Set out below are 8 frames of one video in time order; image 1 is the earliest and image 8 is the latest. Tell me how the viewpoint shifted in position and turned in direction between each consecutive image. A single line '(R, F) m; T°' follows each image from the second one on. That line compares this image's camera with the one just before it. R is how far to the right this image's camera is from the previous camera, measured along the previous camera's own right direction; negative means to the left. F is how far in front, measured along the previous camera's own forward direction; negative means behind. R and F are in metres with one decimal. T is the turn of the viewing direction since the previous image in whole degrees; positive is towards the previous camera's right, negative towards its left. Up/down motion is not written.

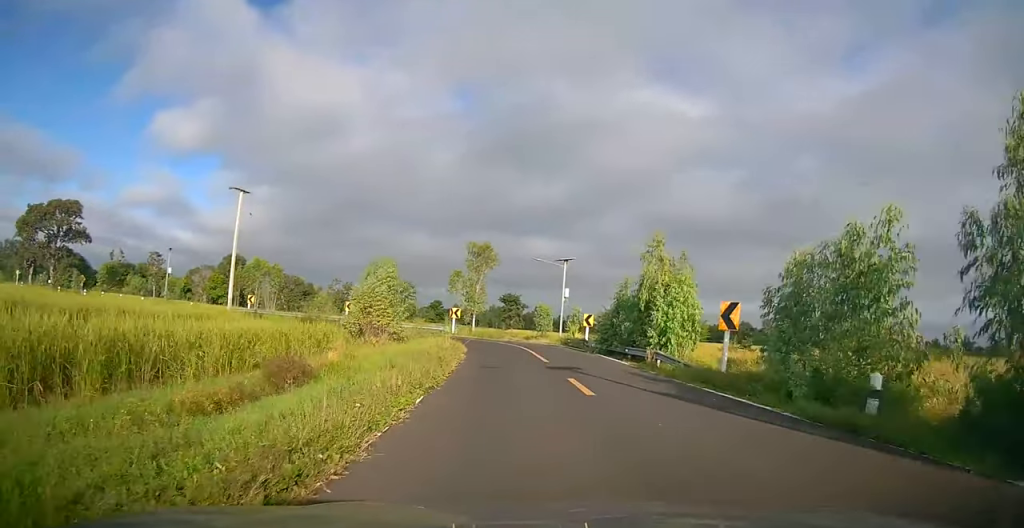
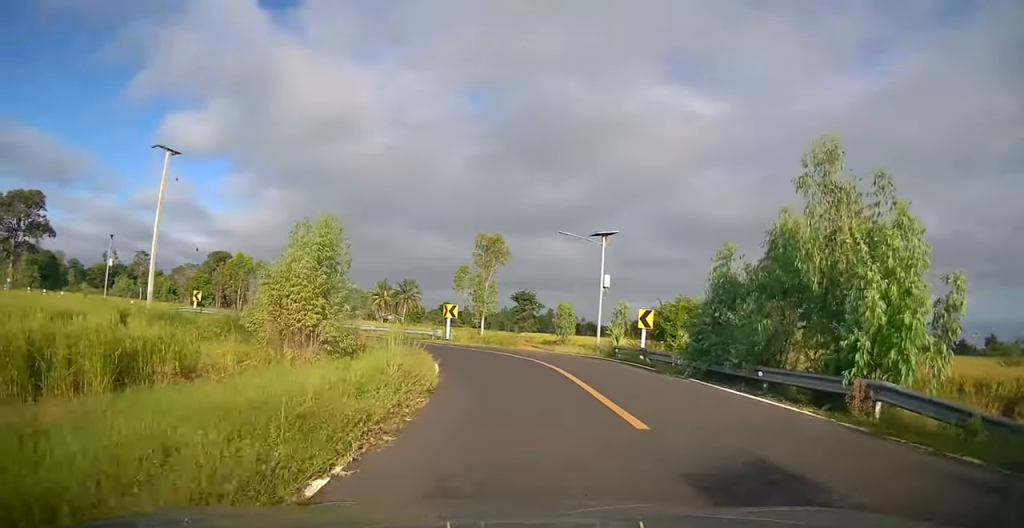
(-0.5, +13.5) m; -3°
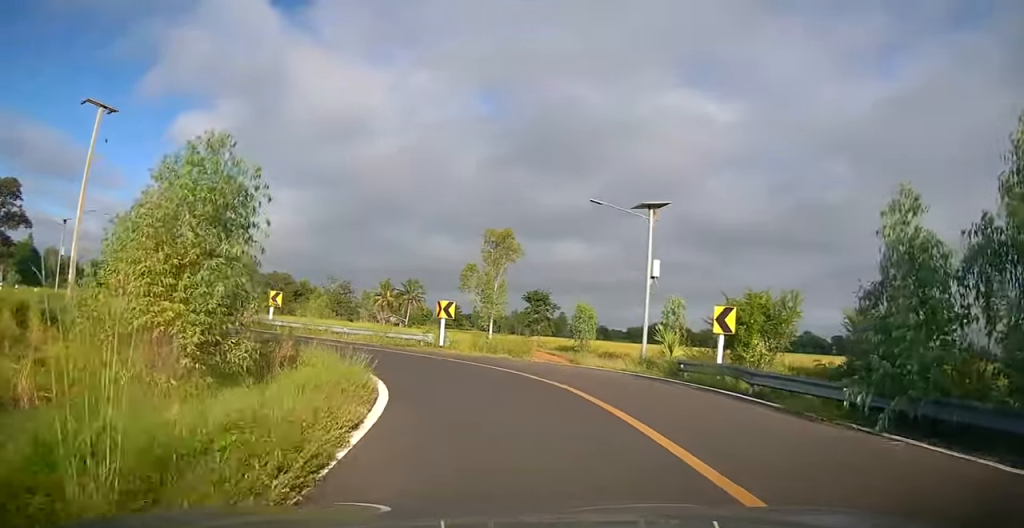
(0.0, +9.0) m; -1°
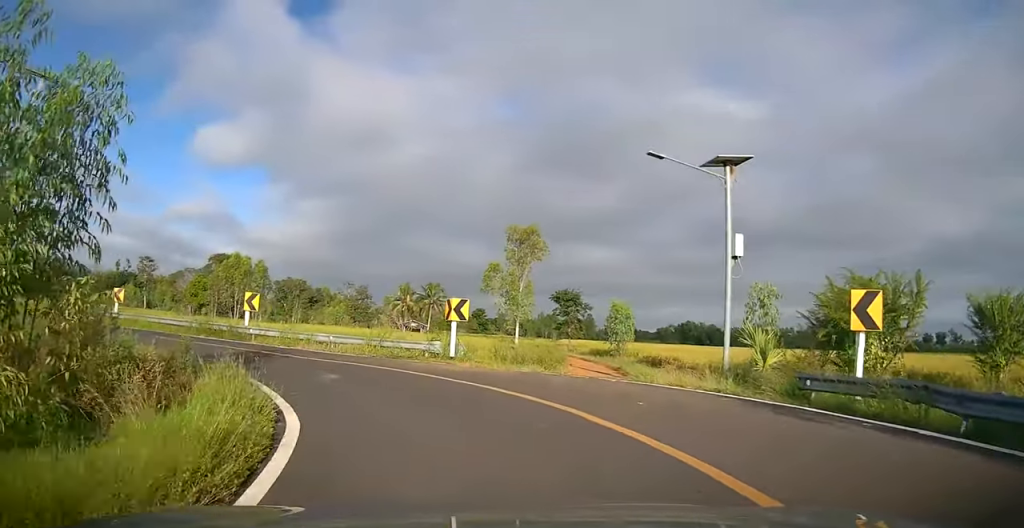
(-0.2, +6.7) m; -3°
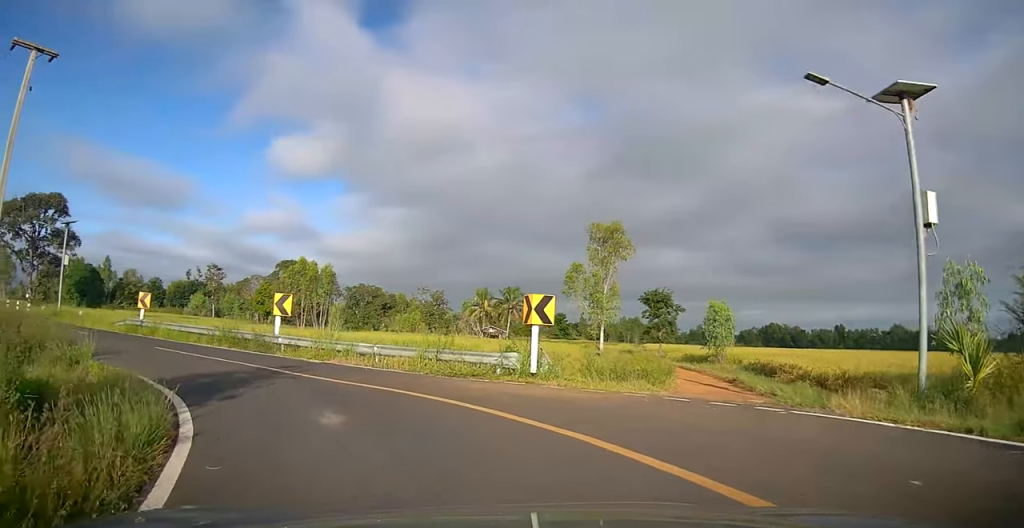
(-0.2, +5.9) m; -11°
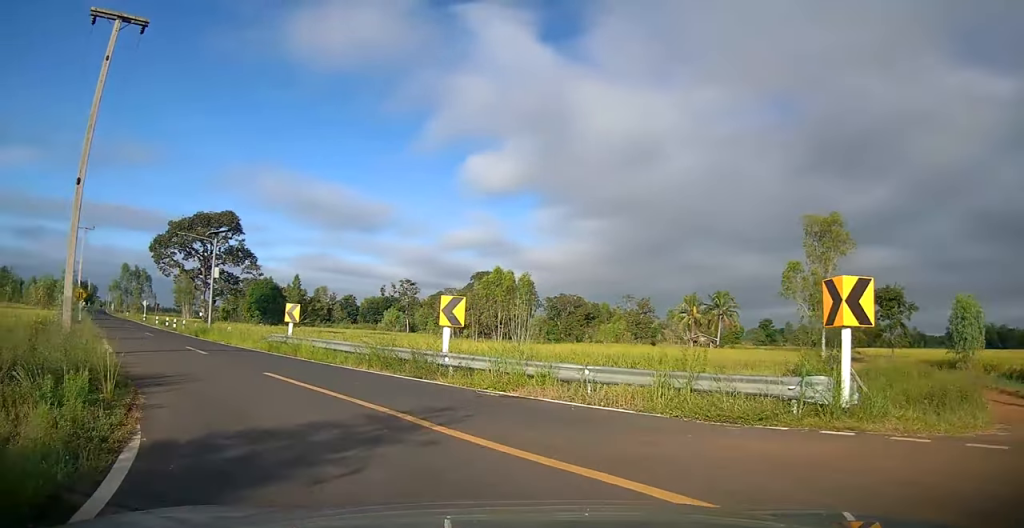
(-1.1, +5.9) m; -21°
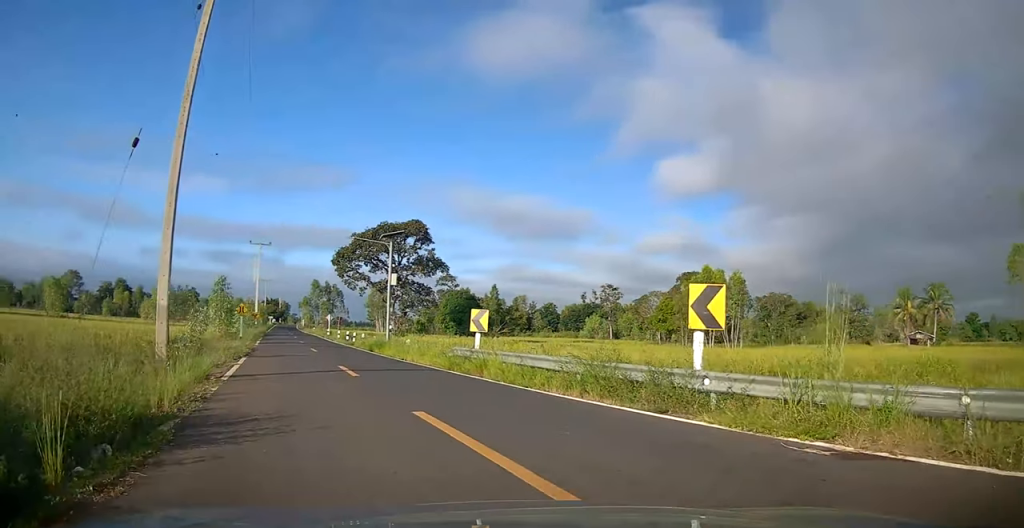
(-0.8, +4.8) m; -19°
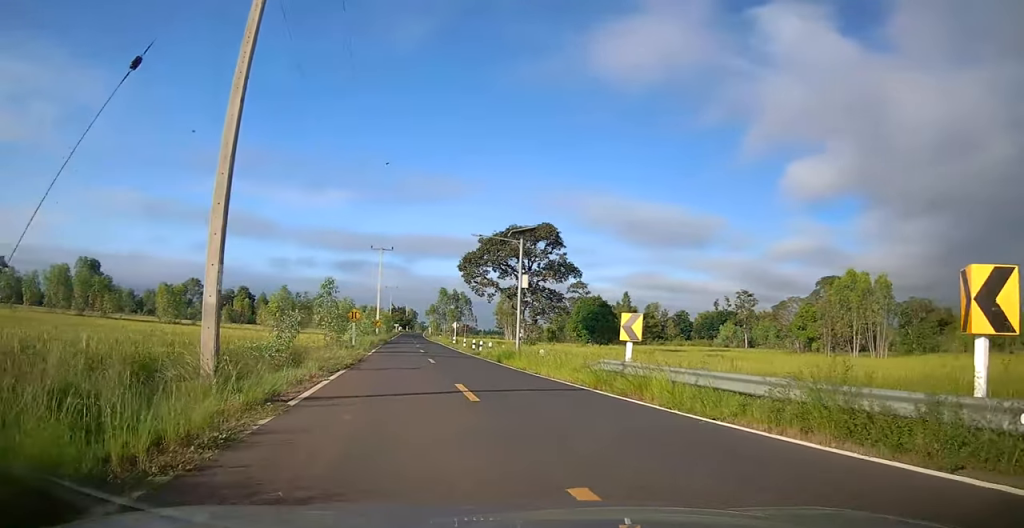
(-0.4, +3.3) m; -12°
